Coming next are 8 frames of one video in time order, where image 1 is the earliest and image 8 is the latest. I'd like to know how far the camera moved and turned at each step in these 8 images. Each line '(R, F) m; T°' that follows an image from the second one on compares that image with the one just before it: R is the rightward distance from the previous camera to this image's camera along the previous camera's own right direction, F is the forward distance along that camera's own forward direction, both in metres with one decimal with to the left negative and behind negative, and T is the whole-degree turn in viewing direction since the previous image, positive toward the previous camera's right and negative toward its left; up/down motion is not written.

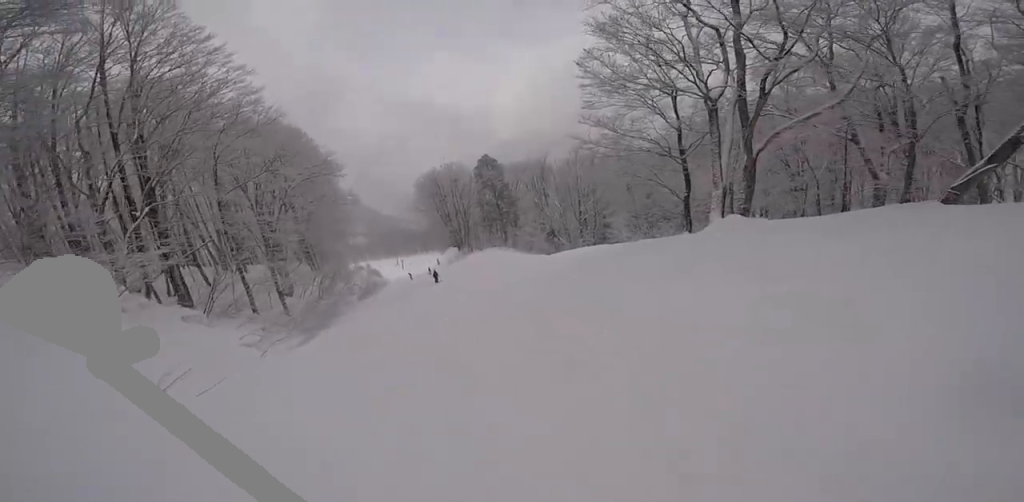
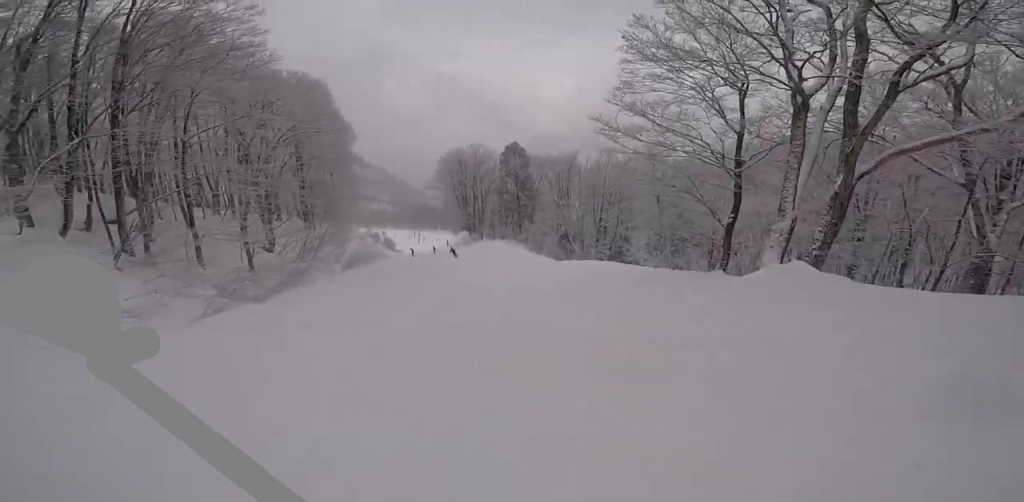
(+0.6, +4.9) m; -9°
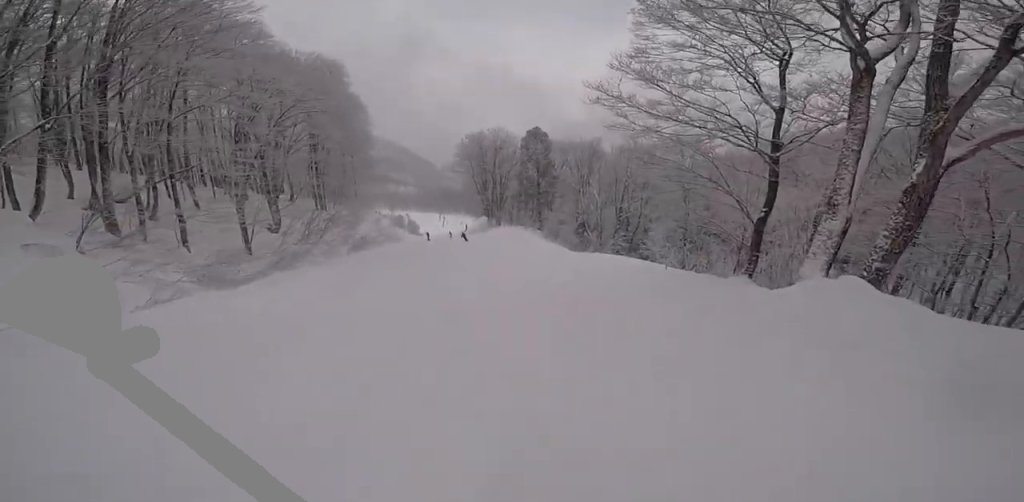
(-0.6, +2.6) m; -21°
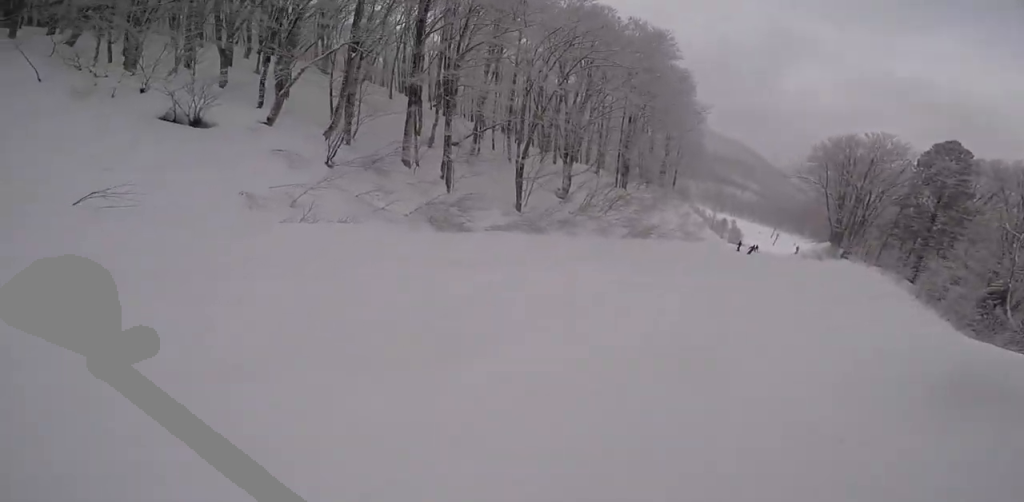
(-2.6, +5.6) m; -32°
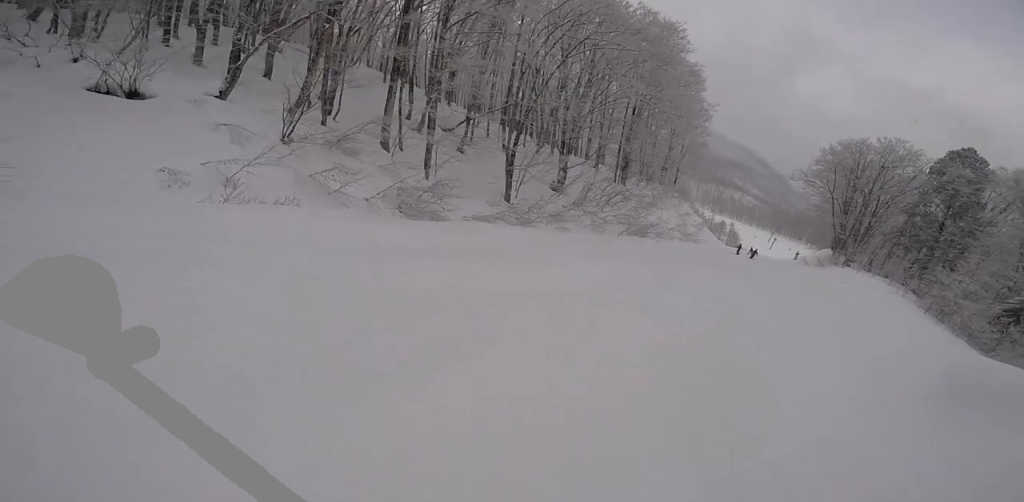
(+0.1, +2.0) m; +5°
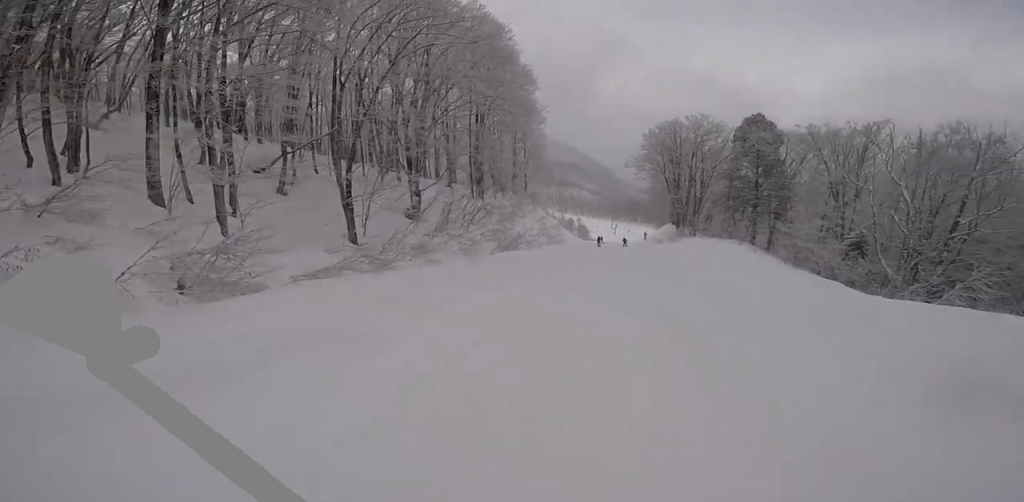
(+0.2, +3.5) m; +8°
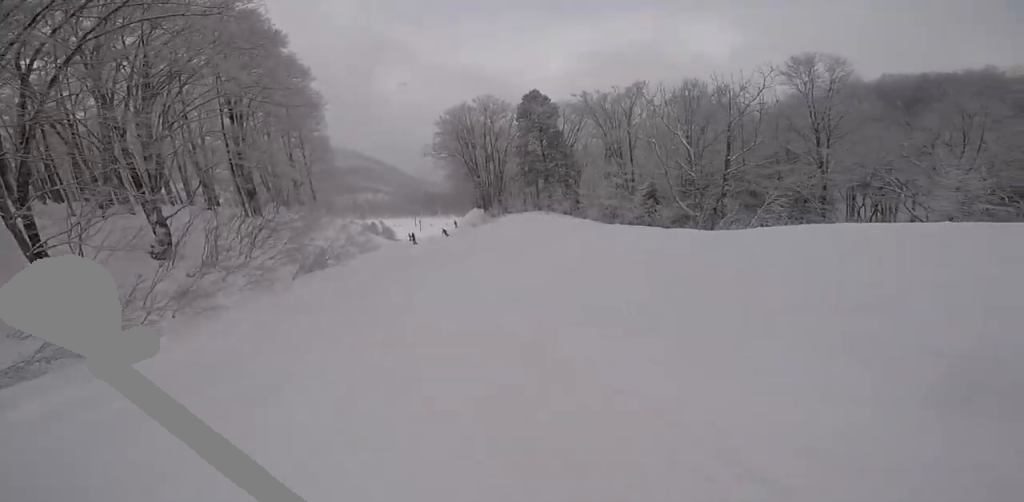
(+0.2, +3.1) m; +7°
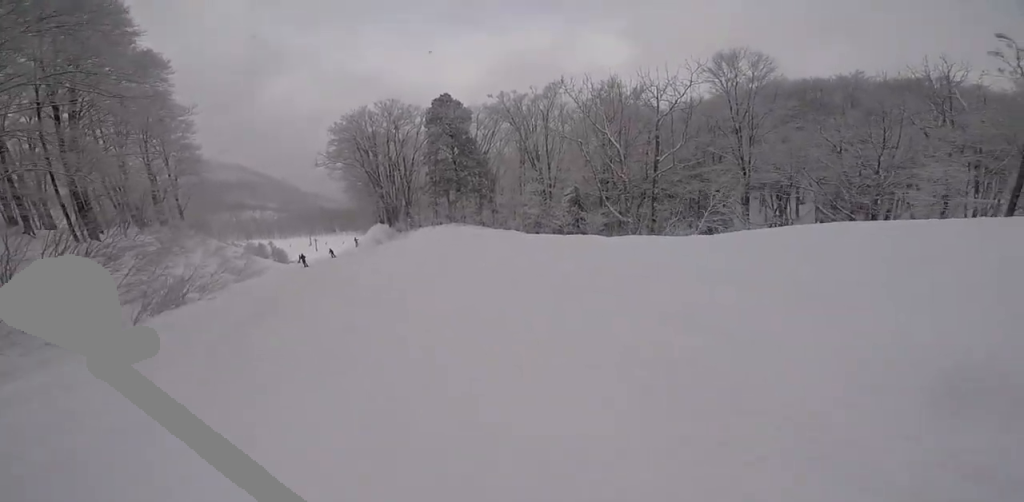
(+0.2, +3.6) m; +21°
